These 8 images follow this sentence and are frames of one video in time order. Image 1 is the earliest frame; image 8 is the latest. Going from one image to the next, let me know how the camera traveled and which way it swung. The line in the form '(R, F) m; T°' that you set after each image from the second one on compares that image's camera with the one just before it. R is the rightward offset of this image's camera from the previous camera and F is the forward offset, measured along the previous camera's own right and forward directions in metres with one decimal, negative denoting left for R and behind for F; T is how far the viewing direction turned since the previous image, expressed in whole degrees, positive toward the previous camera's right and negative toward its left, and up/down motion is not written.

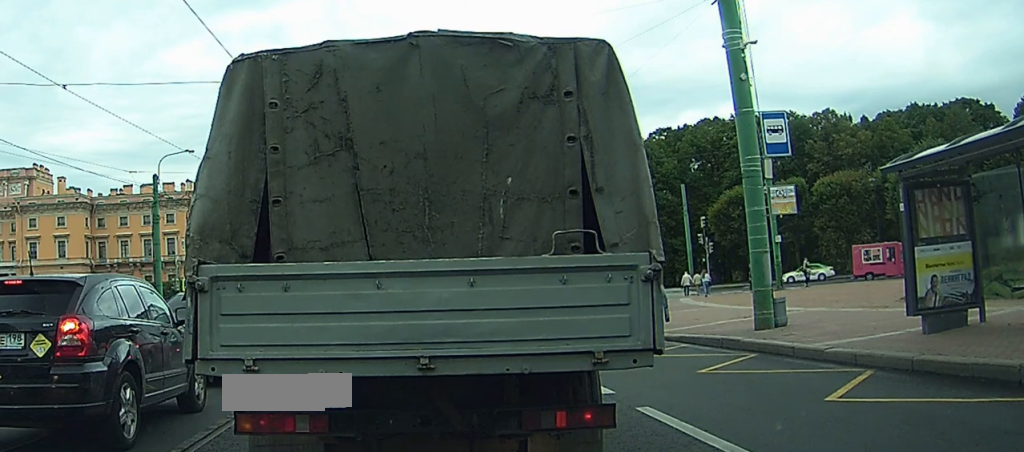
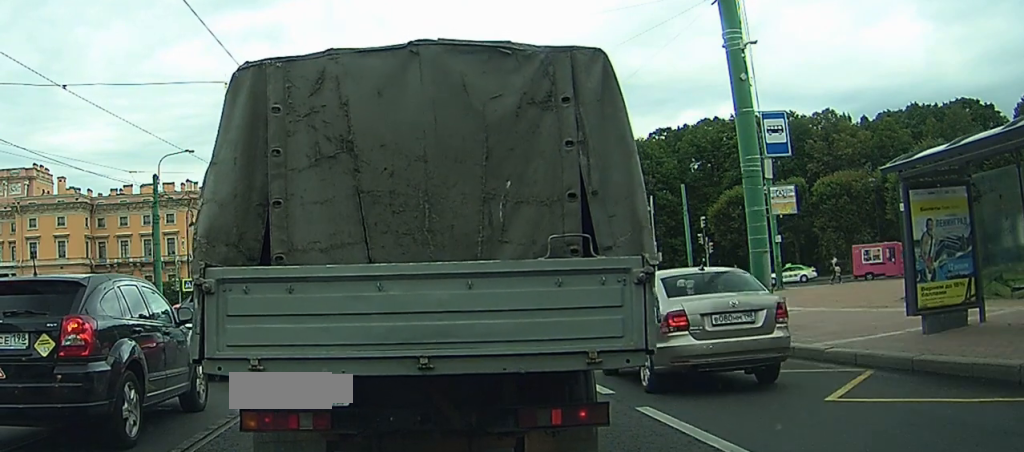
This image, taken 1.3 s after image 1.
(0.0, 0.0) m; 0°
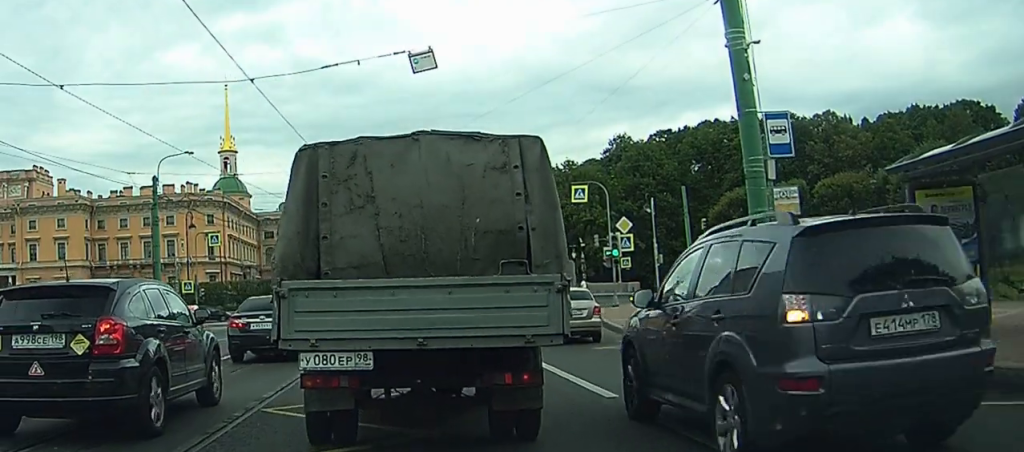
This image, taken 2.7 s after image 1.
(0.0, 0.0) m; 0°
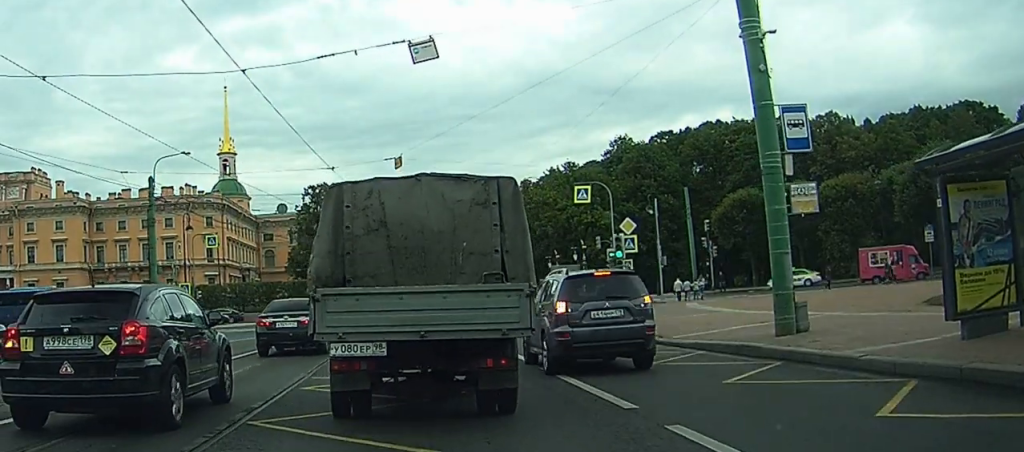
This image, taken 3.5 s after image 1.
(+0.1, +0.2) m; 0°
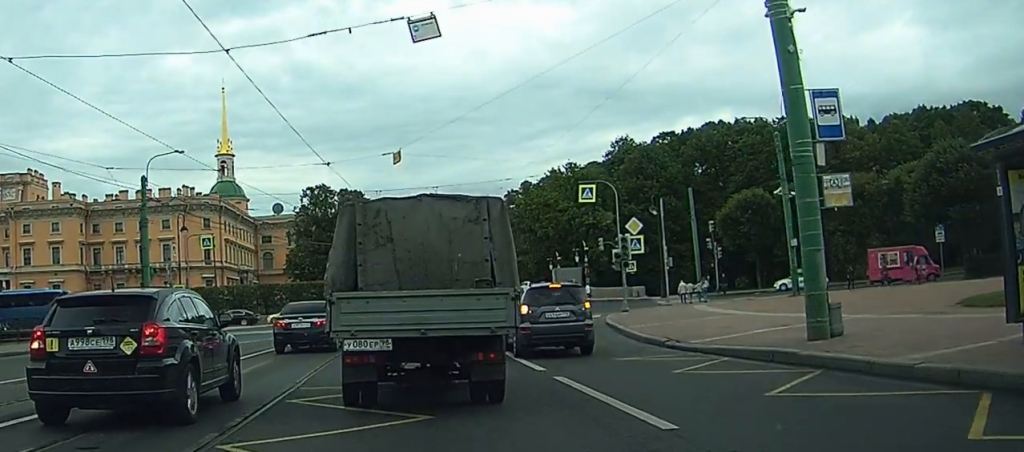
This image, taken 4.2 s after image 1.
(+0.1, +0.4) m; 0°
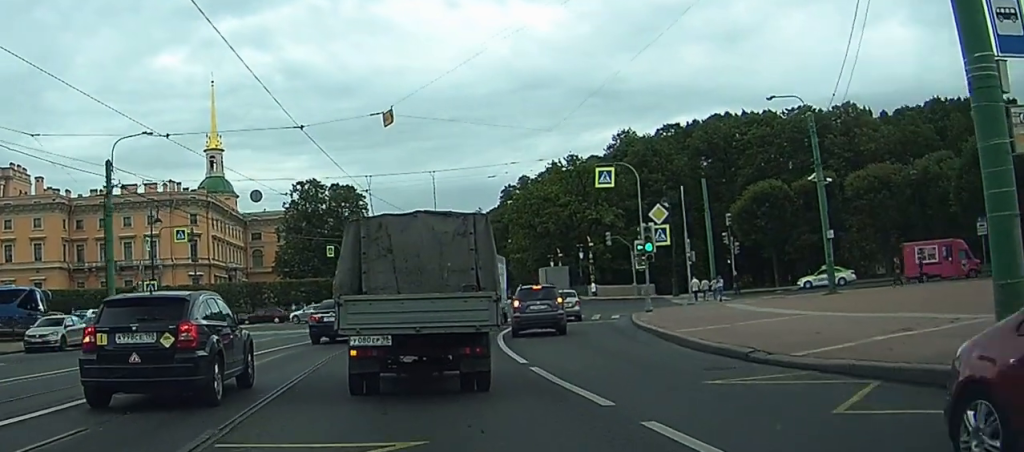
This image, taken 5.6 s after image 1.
(+0.1, +2.7) m; -1°
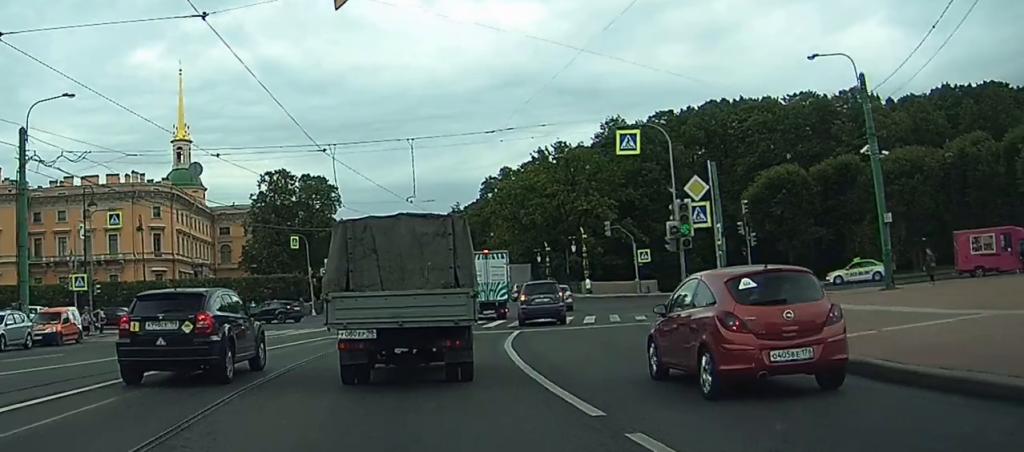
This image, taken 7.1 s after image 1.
(+0.1, +5.1) m; +6°
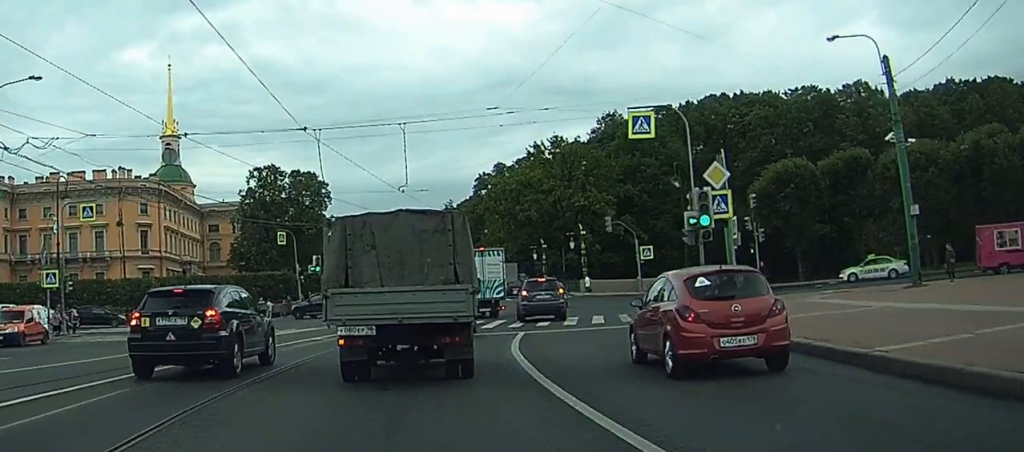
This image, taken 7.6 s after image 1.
(0.0, +2.3) m; +4°
